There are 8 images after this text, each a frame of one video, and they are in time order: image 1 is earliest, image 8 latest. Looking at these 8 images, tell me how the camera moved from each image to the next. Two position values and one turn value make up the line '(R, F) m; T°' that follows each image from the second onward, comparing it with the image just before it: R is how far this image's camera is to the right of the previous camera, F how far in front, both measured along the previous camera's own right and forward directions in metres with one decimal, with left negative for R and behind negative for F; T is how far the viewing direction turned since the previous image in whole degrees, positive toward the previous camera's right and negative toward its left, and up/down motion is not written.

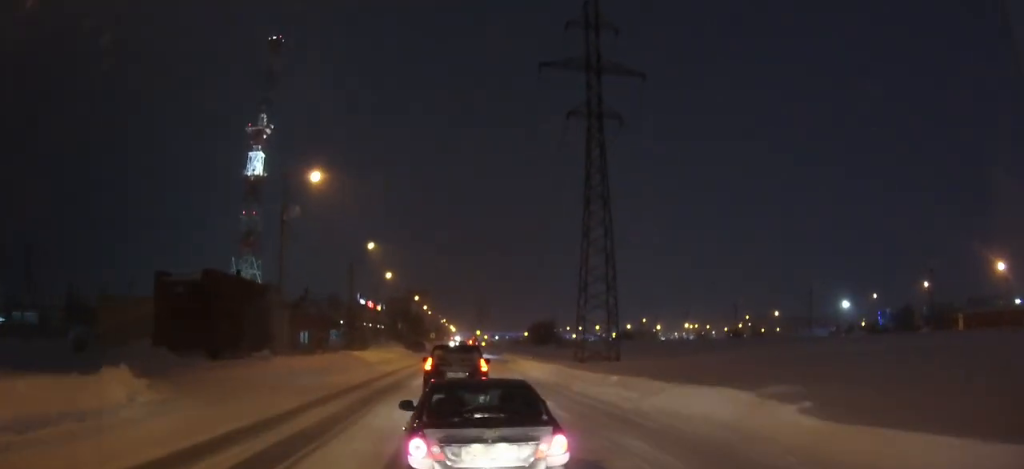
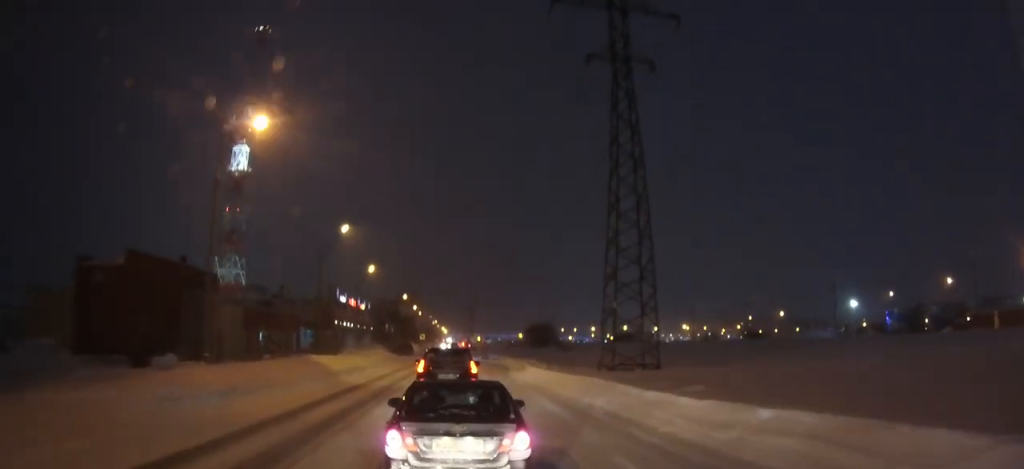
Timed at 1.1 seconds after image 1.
(+0.1, +10.3) m; 0°
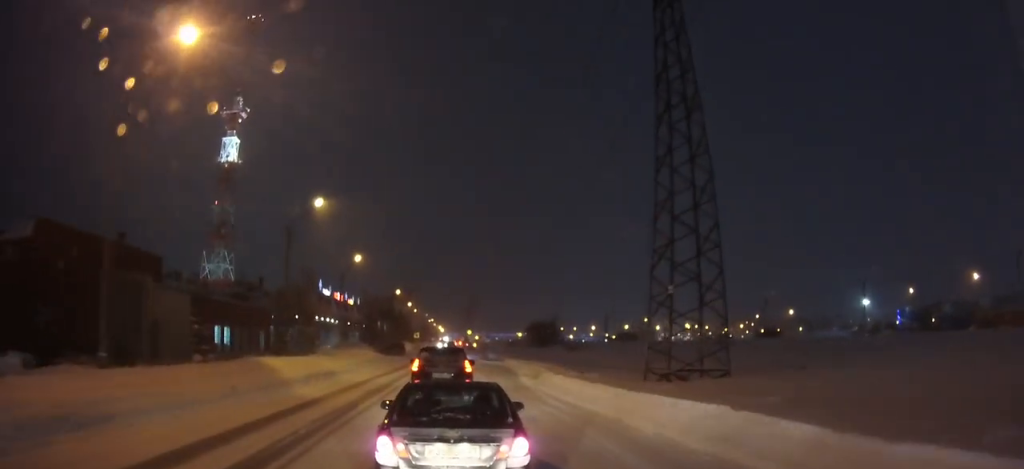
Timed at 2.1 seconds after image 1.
(0.0, +8.7) m; 0°
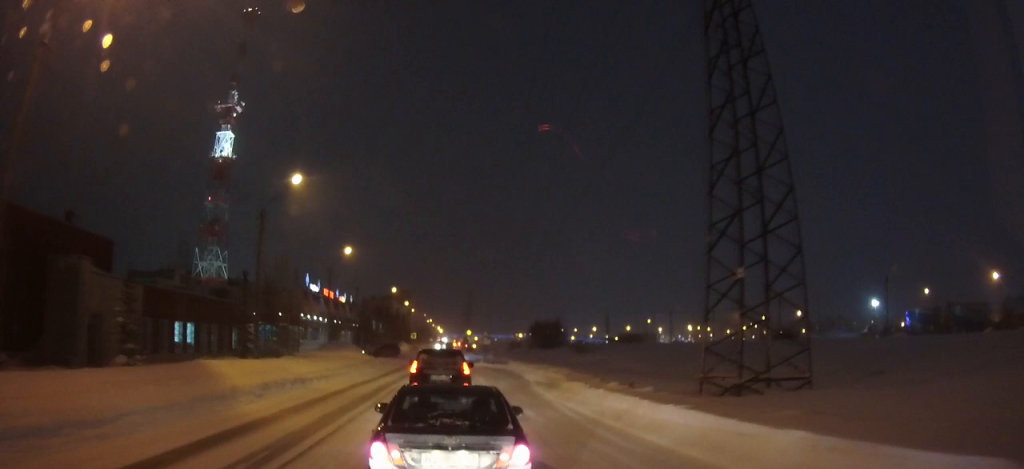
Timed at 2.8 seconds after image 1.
(0.0, +5.9) m; 0°
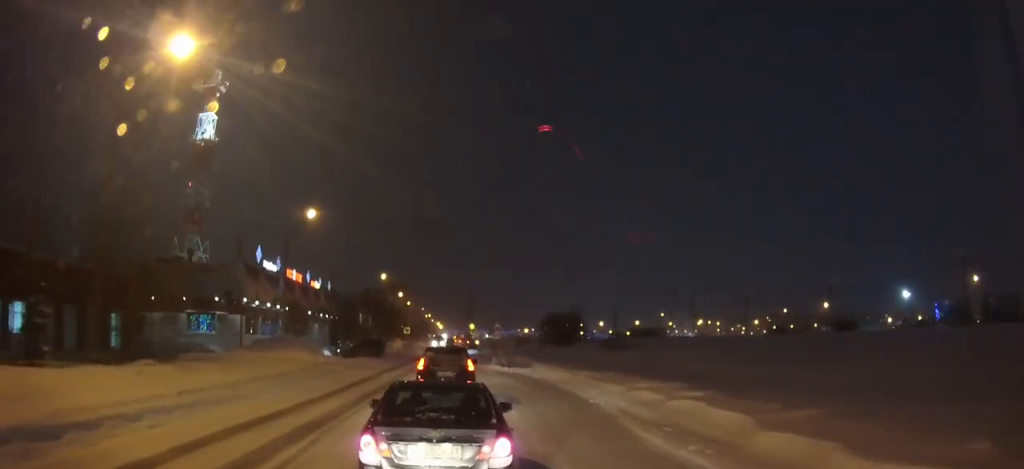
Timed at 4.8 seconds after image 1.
(+0.1, +17.0) m; +1°
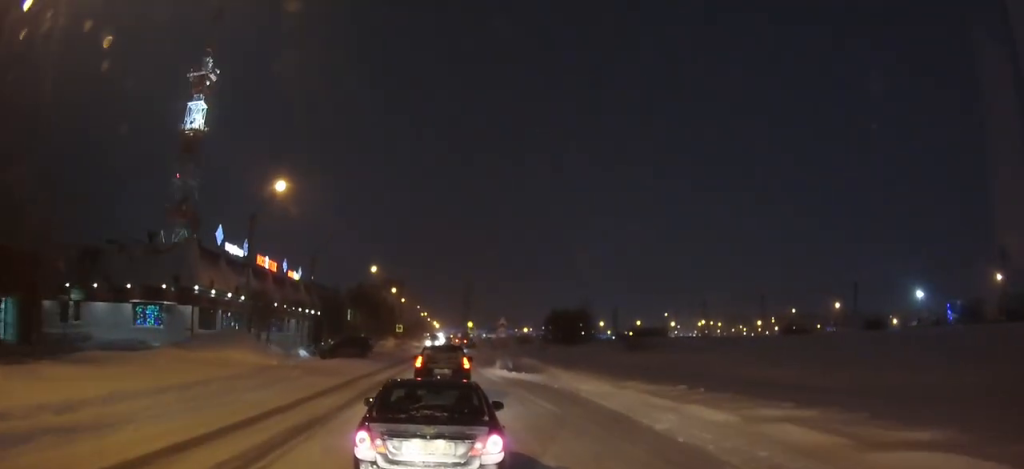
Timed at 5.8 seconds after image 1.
(0.0, +8.3) m; 0°
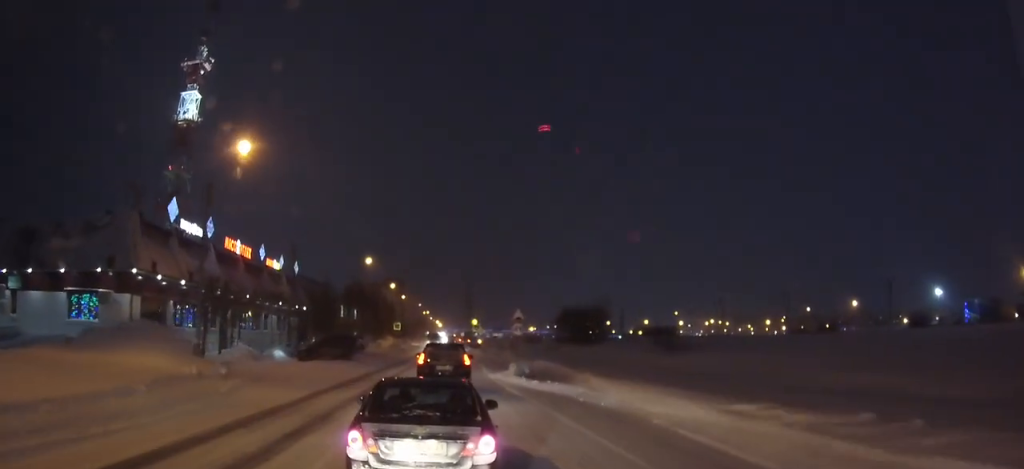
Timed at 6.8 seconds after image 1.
(0.0, +8.1) m; 0°
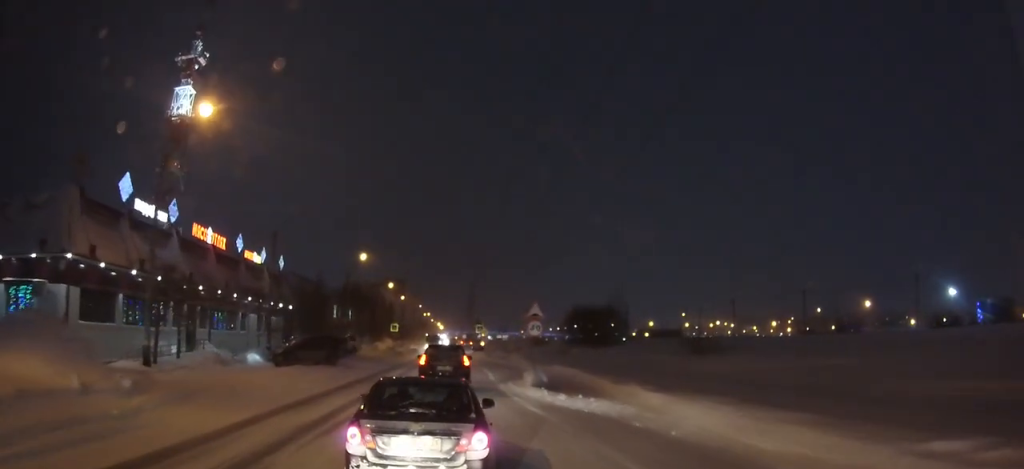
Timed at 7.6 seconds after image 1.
(0.0, +6.1) m; 0°
